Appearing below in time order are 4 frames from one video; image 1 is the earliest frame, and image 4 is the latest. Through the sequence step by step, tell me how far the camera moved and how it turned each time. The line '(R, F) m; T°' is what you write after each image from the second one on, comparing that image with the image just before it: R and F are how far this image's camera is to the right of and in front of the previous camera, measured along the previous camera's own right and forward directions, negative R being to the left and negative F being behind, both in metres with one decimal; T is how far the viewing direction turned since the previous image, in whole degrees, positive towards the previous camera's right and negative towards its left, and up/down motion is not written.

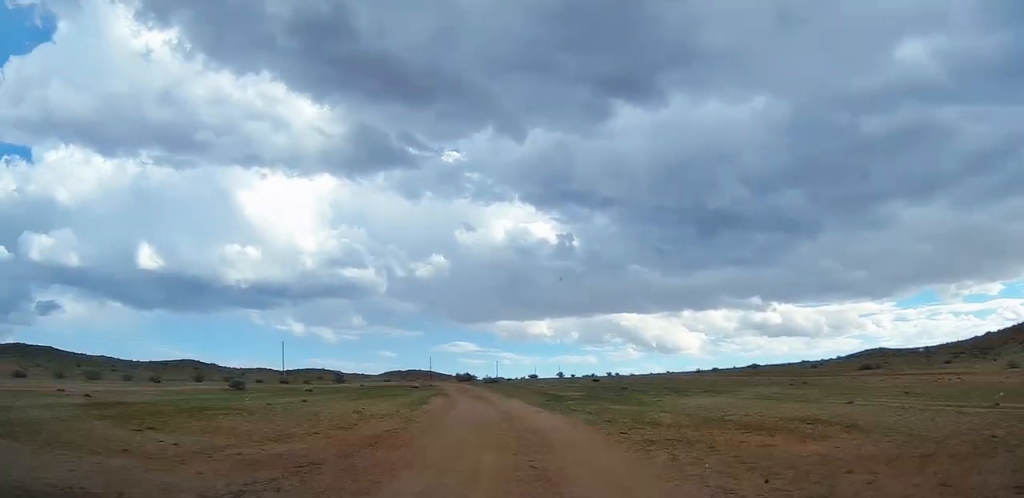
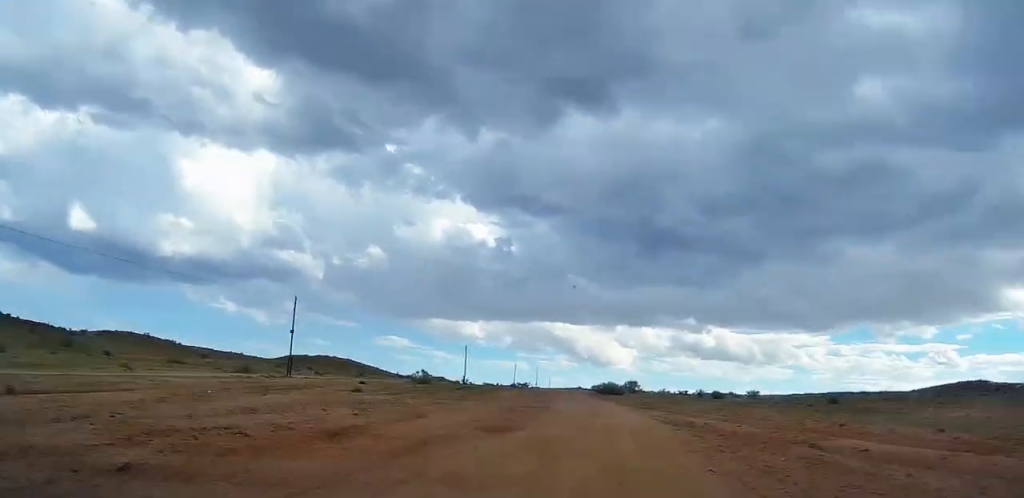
(+6.5, +101.9) m; +6°
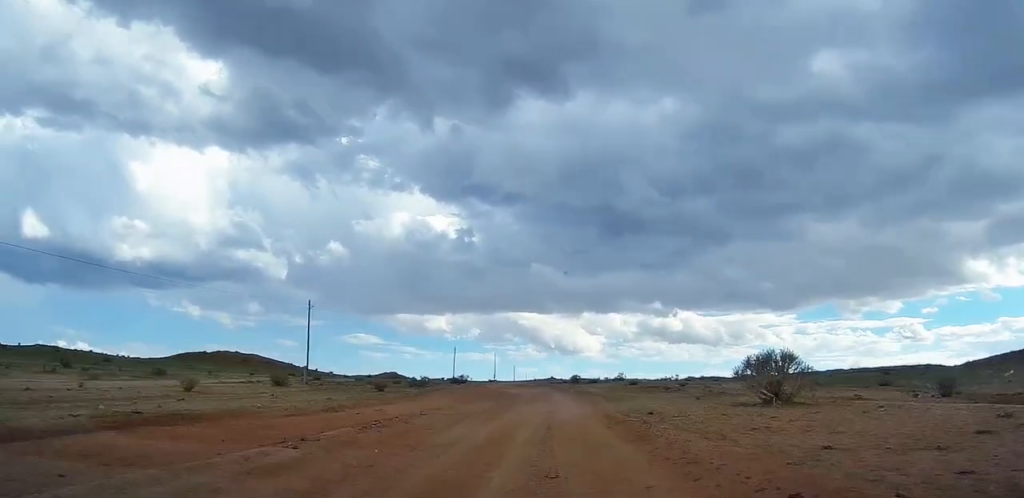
(+1.5, +58.5) m; +1°
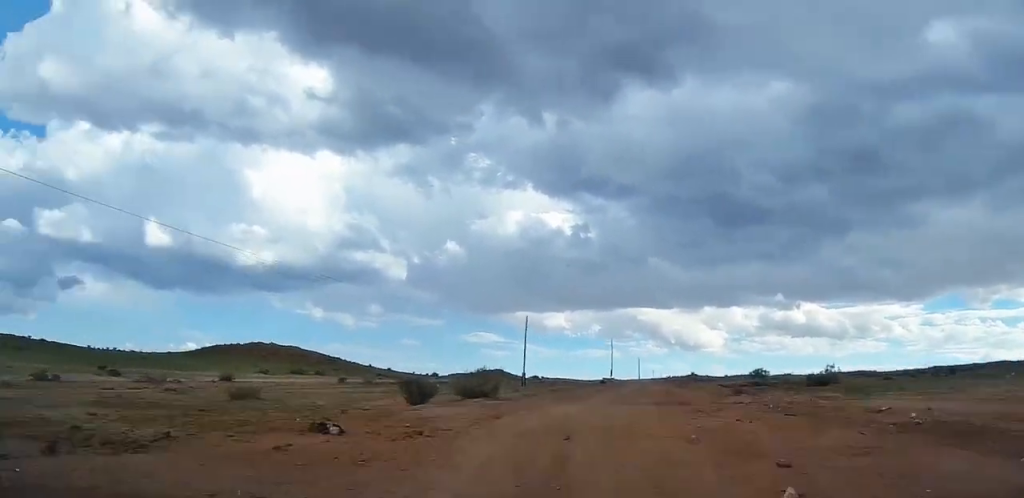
(-0.5, +55.8) m; -1°
